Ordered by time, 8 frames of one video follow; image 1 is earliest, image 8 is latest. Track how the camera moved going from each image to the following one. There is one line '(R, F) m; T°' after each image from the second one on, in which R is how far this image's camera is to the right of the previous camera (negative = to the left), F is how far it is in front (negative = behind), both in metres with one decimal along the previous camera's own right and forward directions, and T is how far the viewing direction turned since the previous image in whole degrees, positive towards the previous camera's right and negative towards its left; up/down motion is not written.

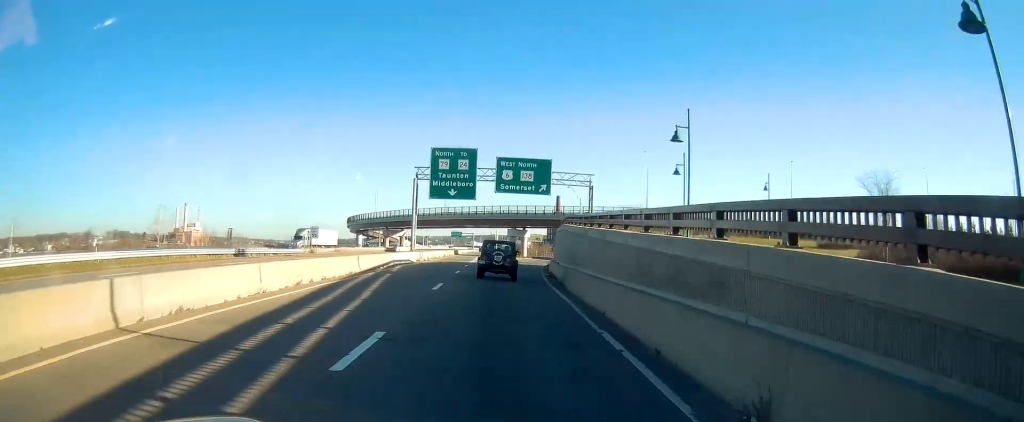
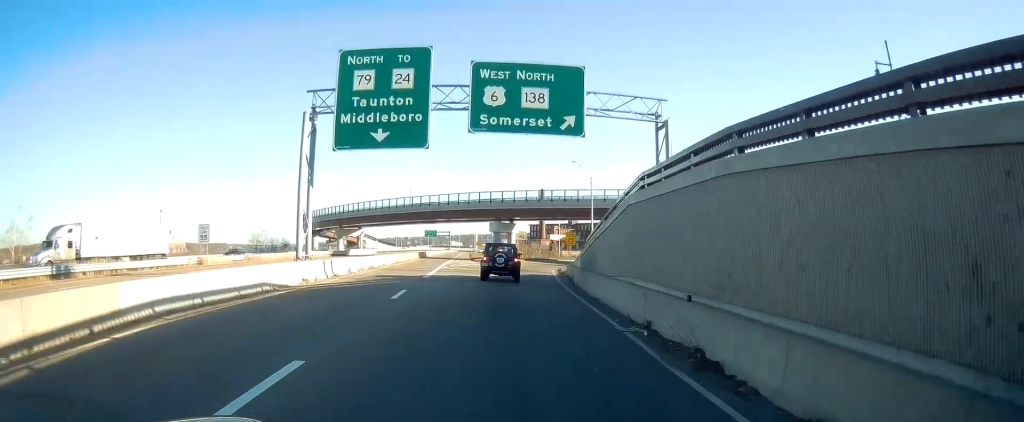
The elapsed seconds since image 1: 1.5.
(+0.6, +26.3) m; +3°
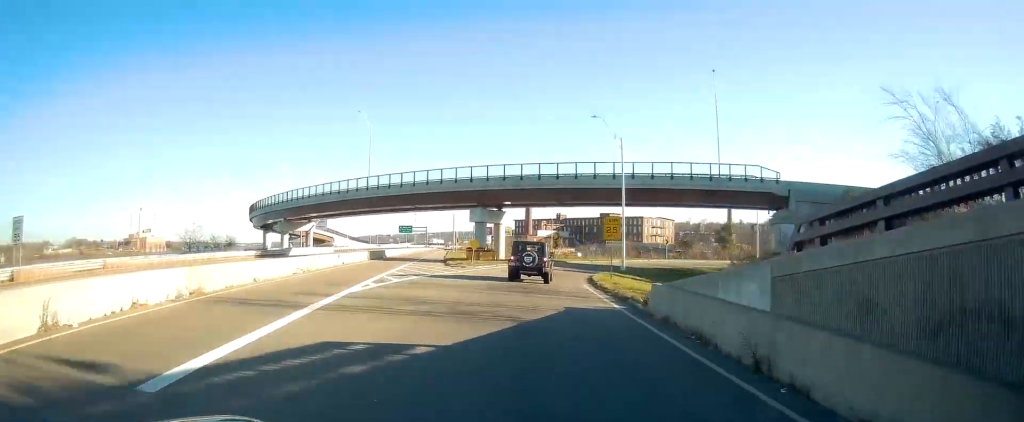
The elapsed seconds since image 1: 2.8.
(+0.4, +22.5) m; +3°
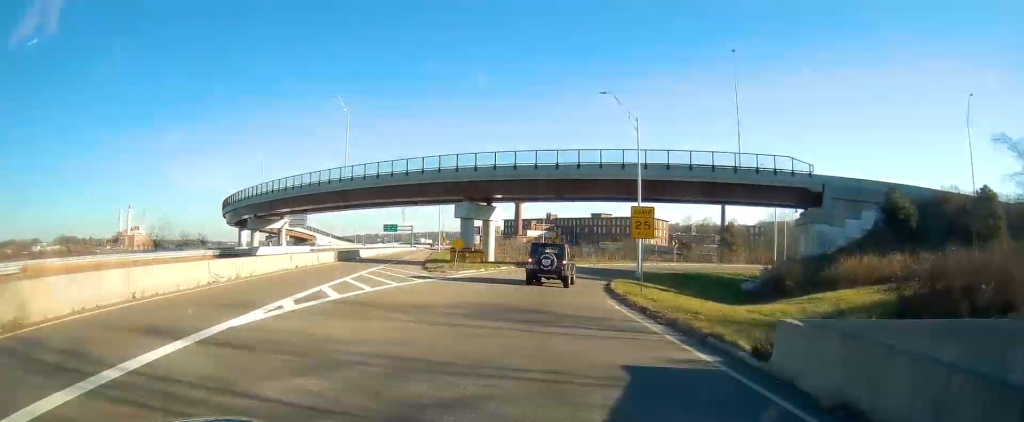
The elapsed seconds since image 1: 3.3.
(+0.2, +7.7) m; +1°
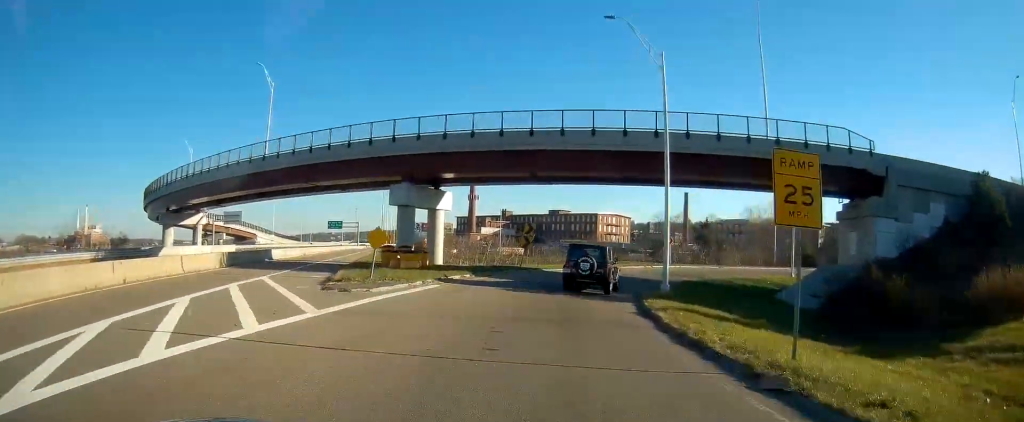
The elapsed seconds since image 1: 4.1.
(+0.2, +13.5) m; +4°
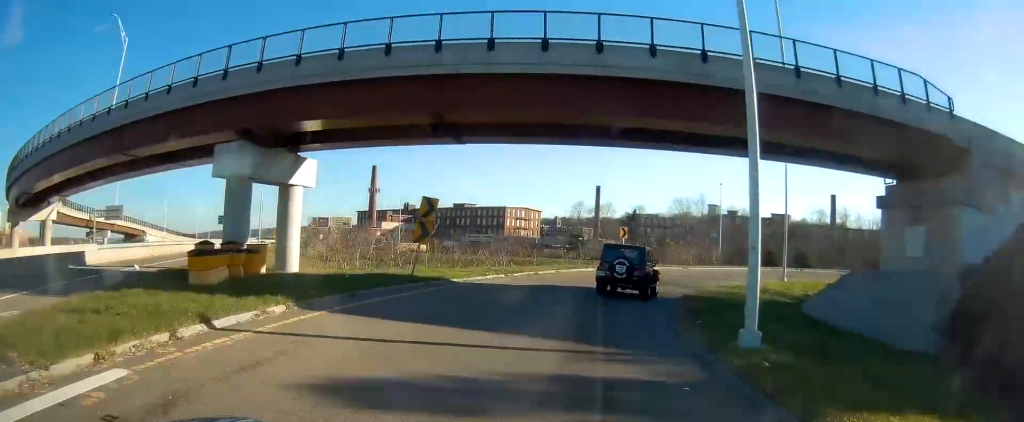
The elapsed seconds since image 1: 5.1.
(+0.6, +14.5) m; +9°
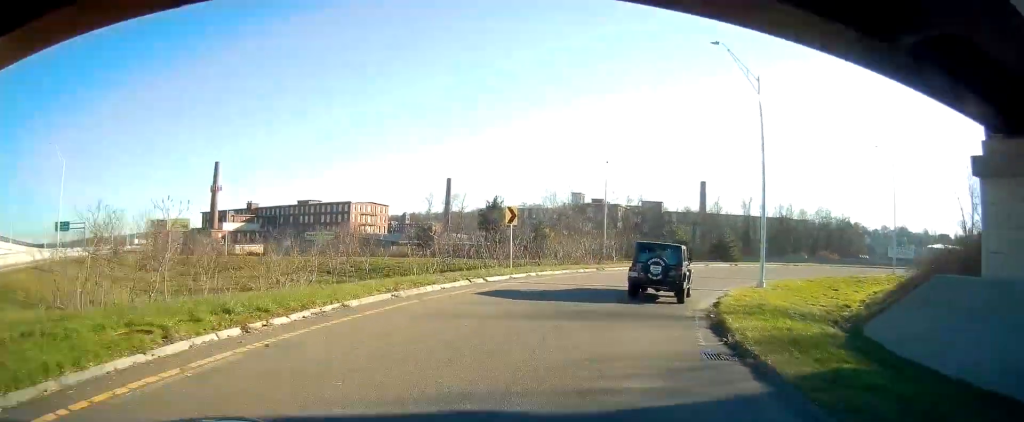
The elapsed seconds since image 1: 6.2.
(+2.0, +16.0) m; +13°
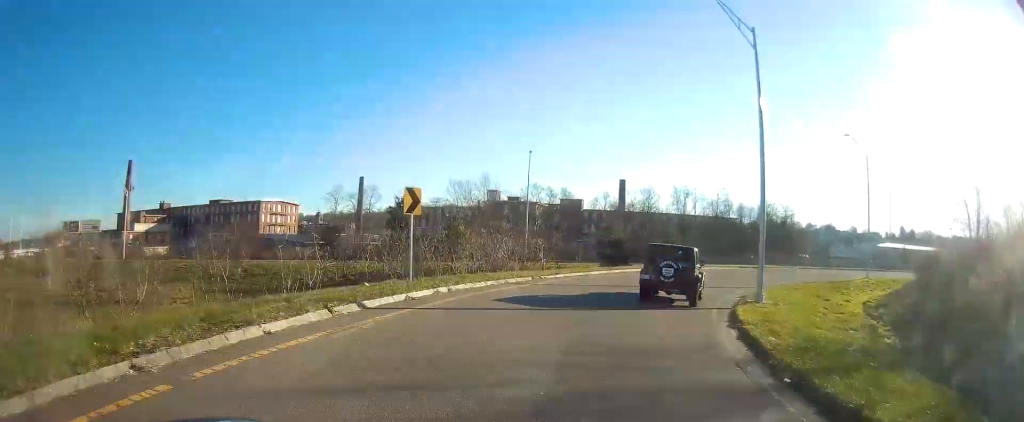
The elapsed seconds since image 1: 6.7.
(+0.2, +8.1) m; +7°
